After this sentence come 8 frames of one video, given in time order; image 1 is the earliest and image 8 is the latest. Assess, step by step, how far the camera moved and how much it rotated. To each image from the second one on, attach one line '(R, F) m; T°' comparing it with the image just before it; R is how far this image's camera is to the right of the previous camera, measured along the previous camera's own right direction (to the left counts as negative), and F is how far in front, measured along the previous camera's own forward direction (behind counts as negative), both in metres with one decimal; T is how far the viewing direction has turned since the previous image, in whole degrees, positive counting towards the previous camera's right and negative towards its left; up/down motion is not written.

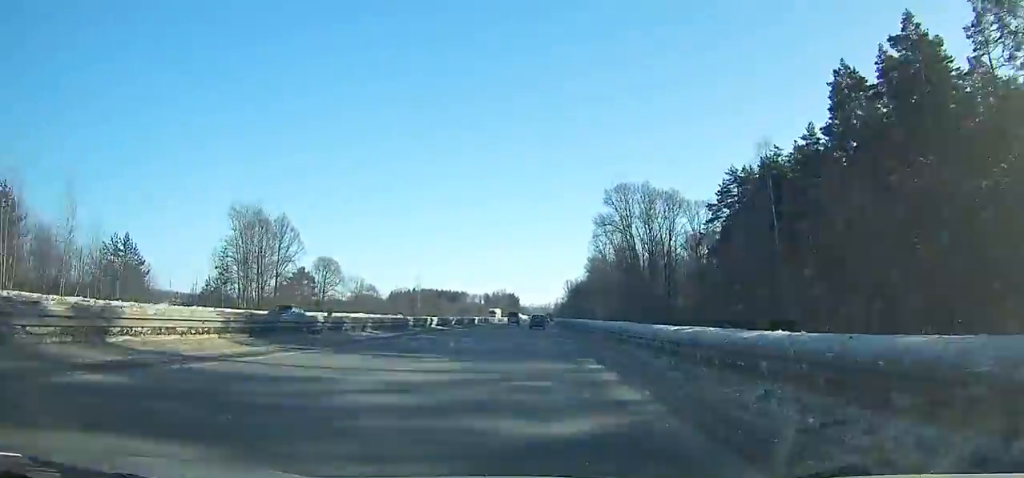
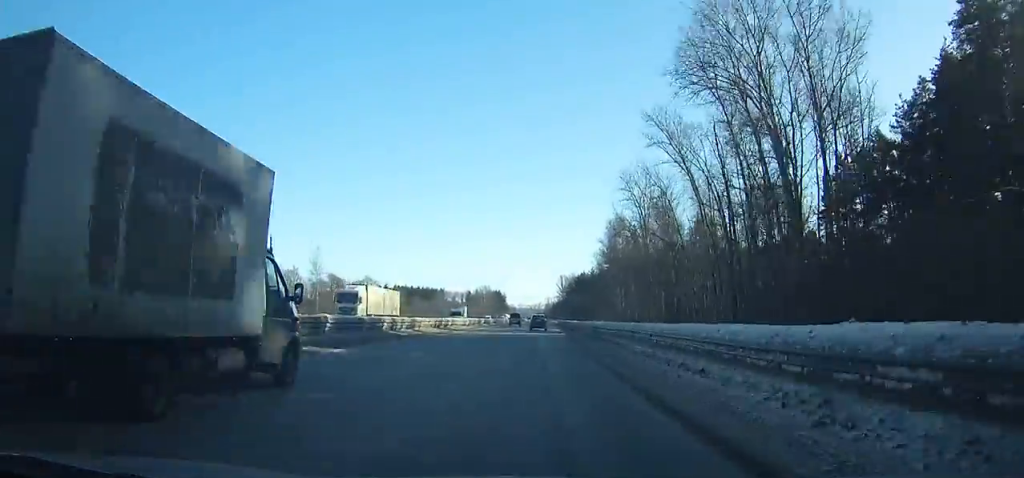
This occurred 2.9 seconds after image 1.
(+1.4, +61.8) m; +2°
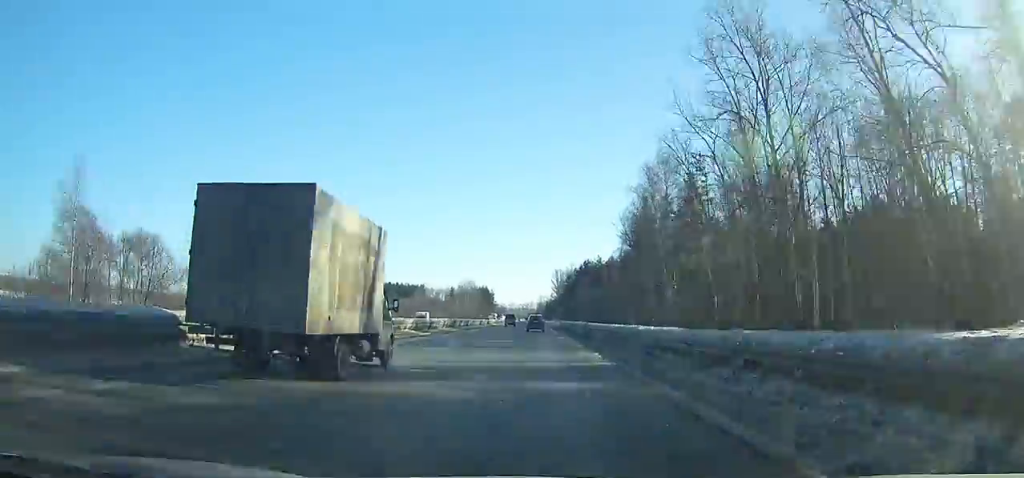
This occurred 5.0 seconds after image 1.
(+0.4, +45.1) m; +1°
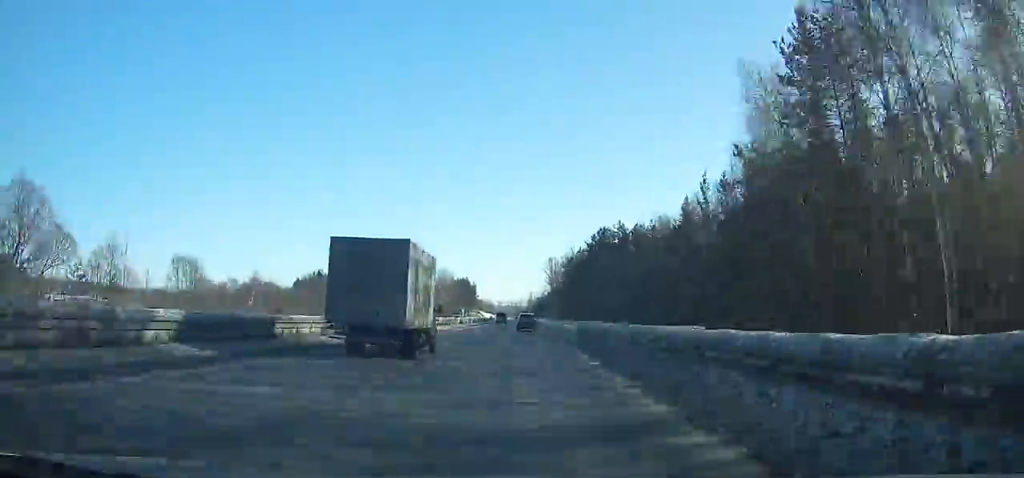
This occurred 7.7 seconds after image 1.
(+0.5, +58.2) m; 0°
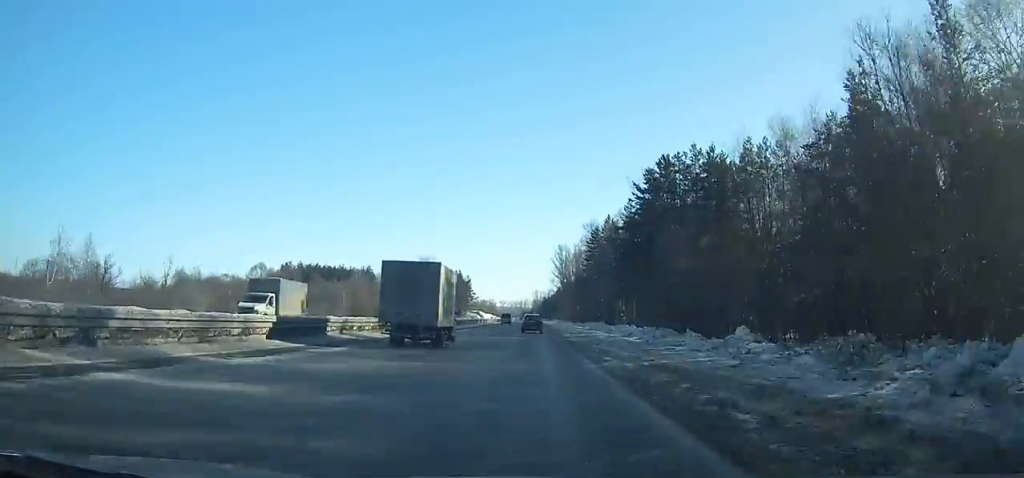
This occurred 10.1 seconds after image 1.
(+0.1, +51.8) m; 0°
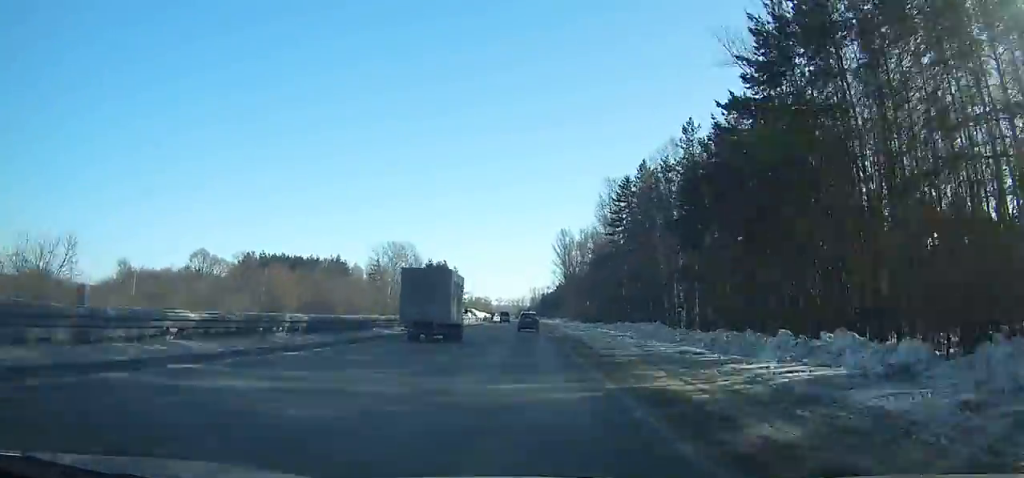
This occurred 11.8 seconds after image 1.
(0.0, +36.7) m; 0°
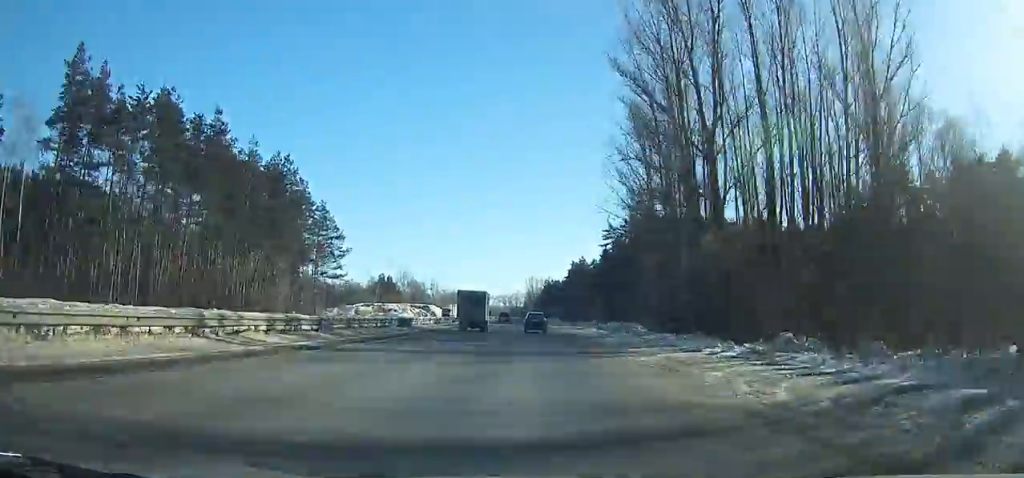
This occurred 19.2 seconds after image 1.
(+0.2, +158.3) m; +1°
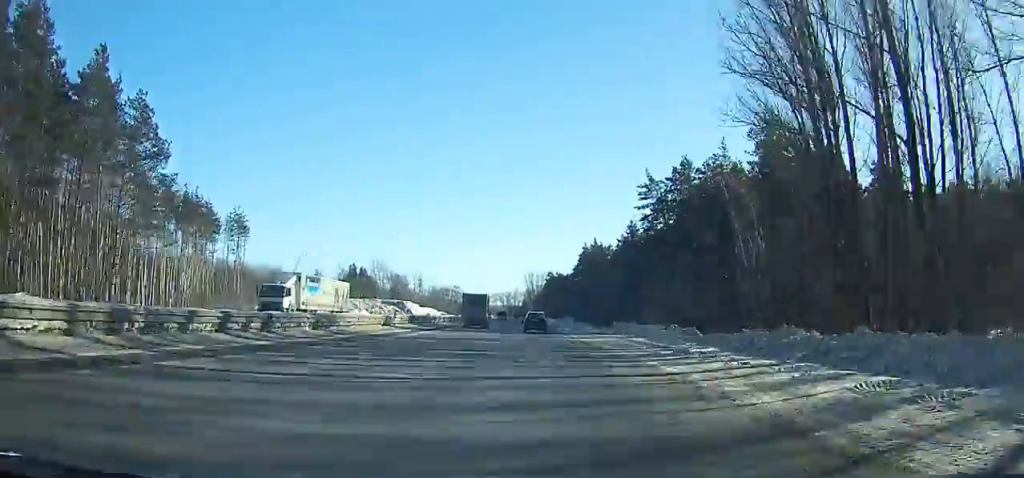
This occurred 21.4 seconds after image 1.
(+0.1, +46.5) m; 0°
